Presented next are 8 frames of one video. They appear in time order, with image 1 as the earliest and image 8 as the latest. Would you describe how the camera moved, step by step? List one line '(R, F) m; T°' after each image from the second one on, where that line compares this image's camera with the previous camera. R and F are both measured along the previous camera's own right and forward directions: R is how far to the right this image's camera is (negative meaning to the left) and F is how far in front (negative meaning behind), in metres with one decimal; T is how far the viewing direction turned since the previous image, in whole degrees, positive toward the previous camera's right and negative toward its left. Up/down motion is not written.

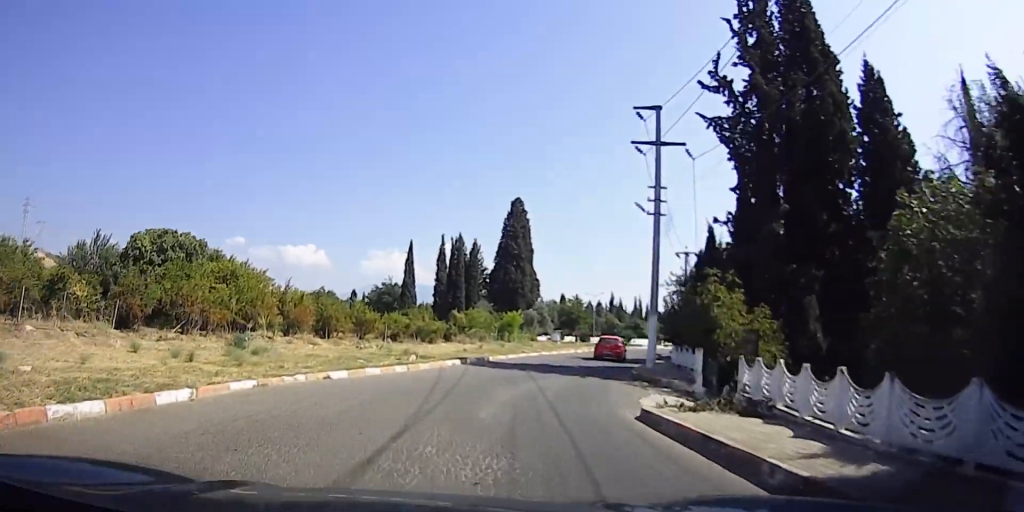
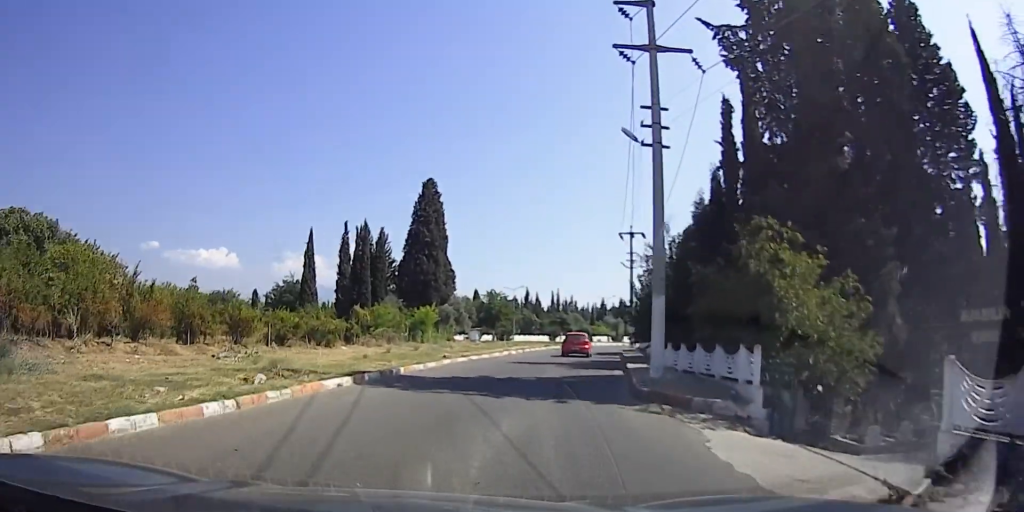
(+0.4, +9.9) m; +9°
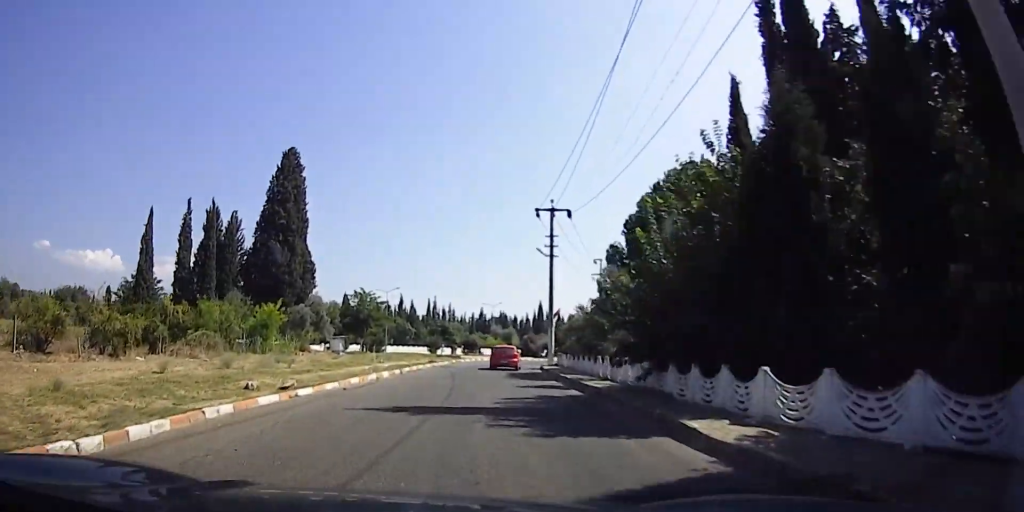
(+2.2, +14.8) m; +13°
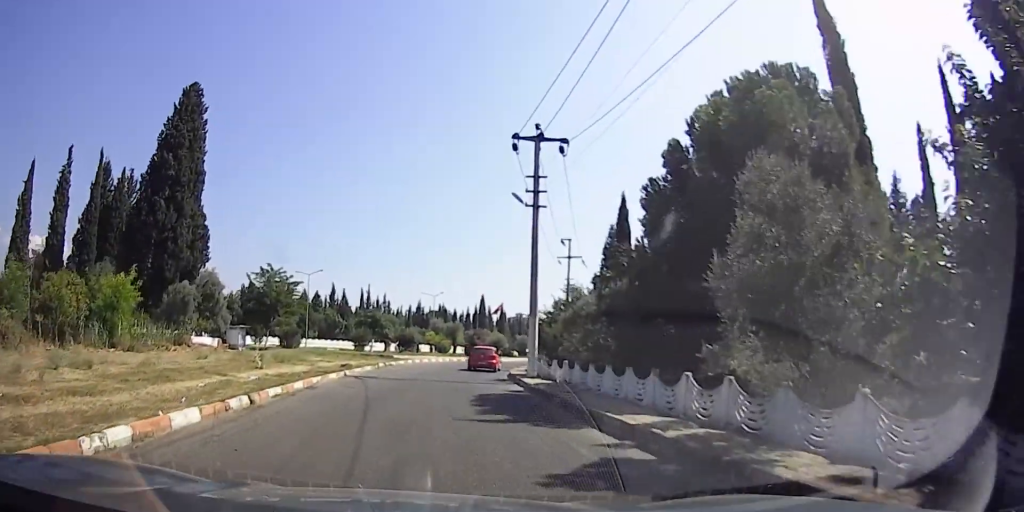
(+0.2, +14.0) m; +1°
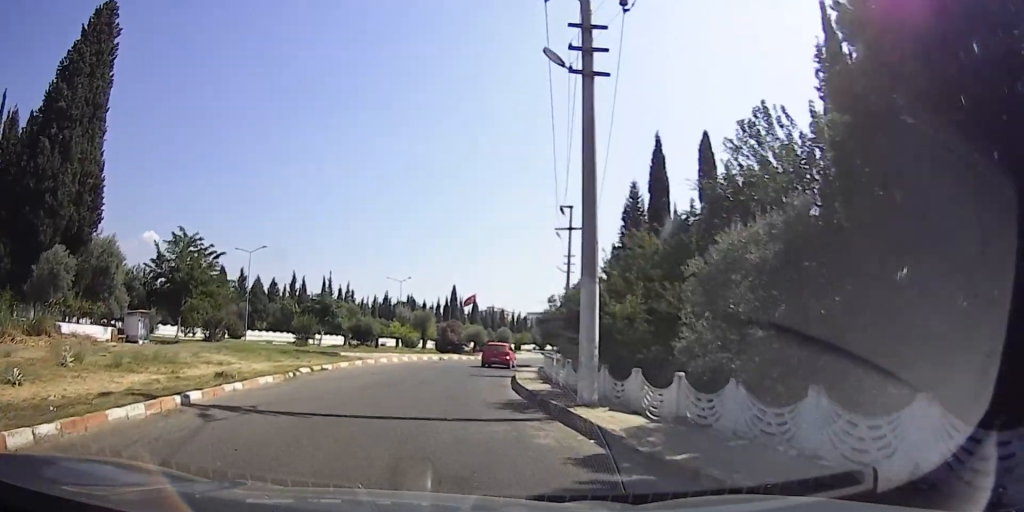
(0.0, +12.8) m; +1°
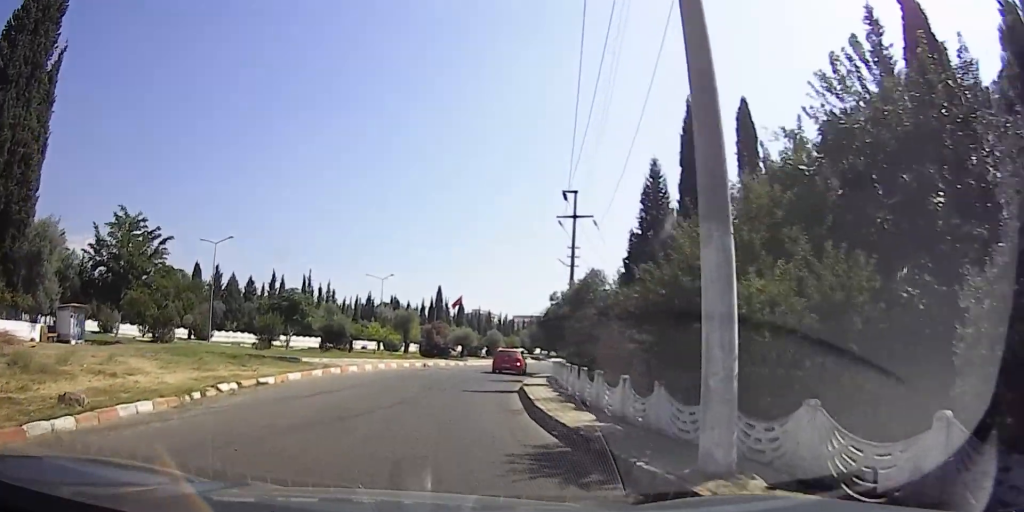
(-0.1, +6.5) m; +4°
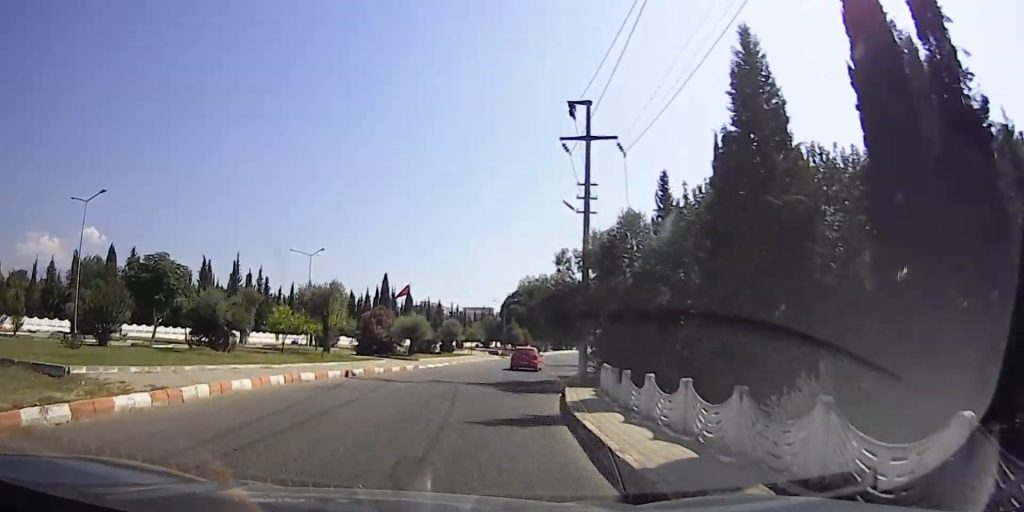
(+1.7, +15.7) m; +15°
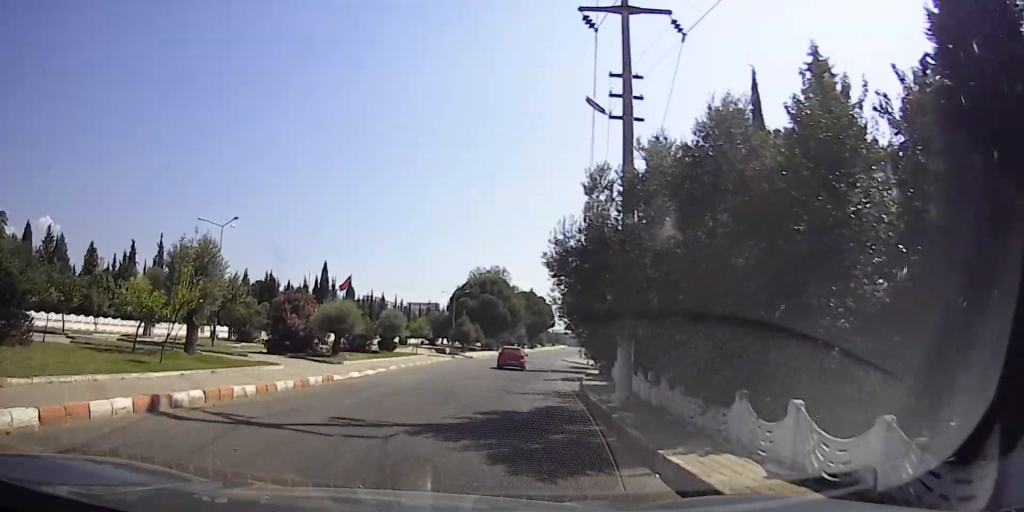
(+1.1, +11.6) m; +6°
